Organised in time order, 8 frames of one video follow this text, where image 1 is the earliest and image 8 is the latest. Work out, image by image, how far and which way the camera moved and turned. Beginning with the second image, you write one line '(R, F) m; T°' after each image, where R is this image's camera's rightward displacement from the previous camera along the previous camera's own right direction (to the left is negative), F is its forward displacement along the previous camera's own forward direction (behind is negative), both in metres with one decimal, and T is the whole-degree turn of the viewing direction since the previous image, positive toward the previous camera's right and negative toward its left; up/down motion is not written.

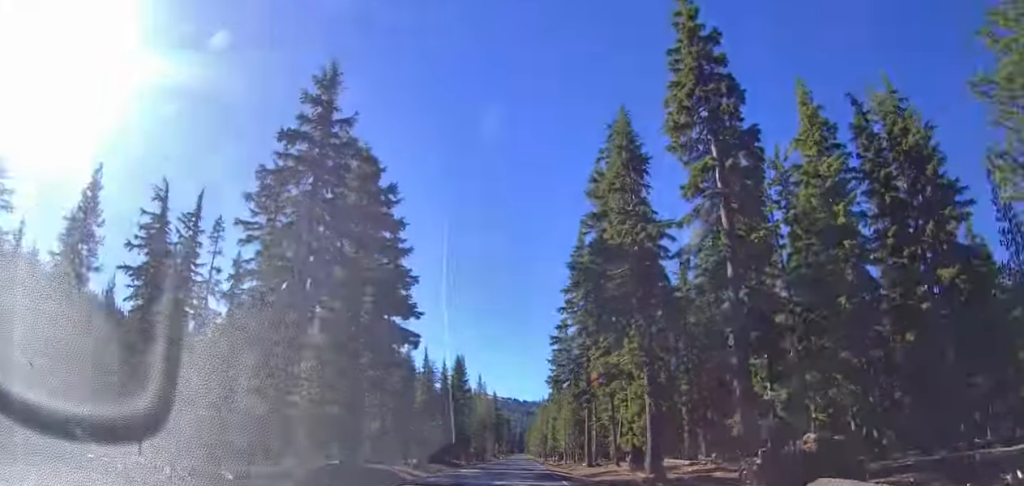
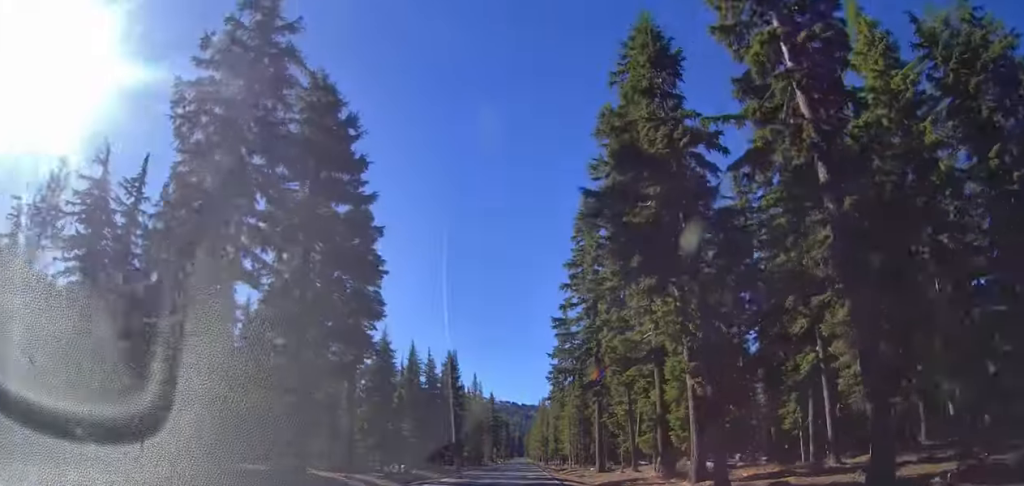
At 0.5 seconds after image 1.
(0.0, +11.0) m; +1°
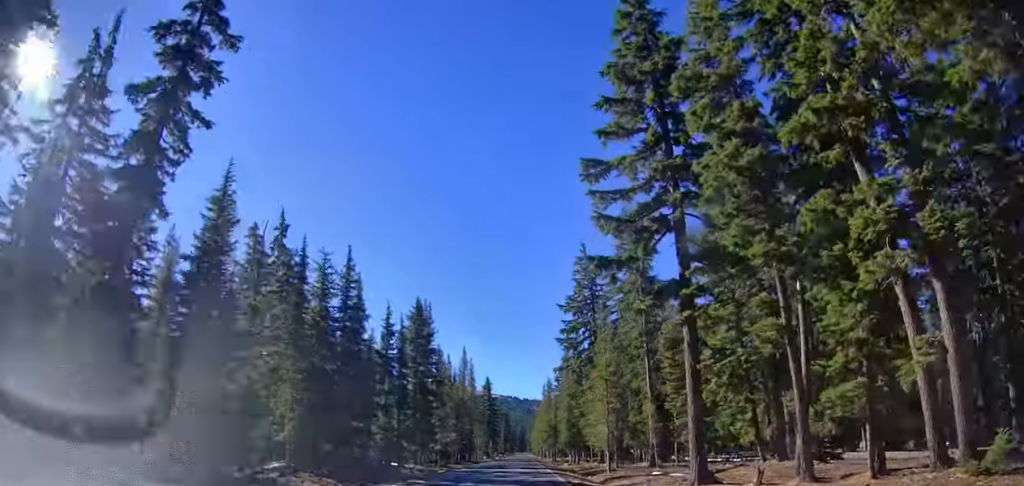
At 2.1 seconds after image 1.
(+0.5, +32.3) m; +1°
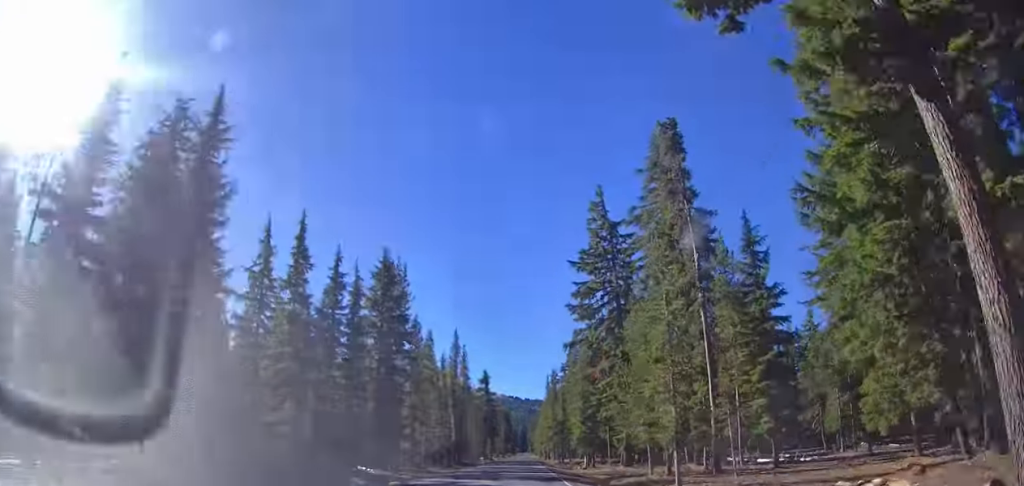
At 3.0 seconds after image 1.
(-0.2, +18.1) m; -1°
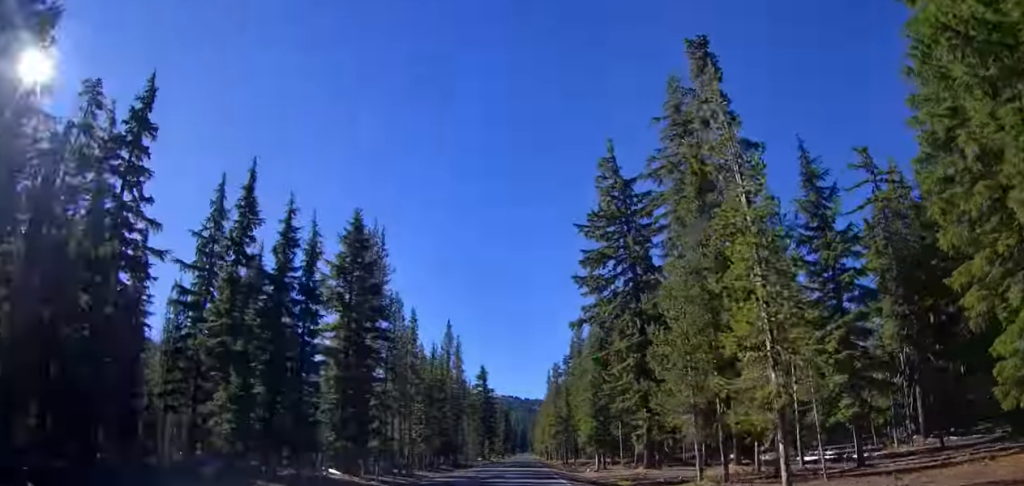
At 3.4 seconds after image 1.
(-0.1, +9.8) m; 0°
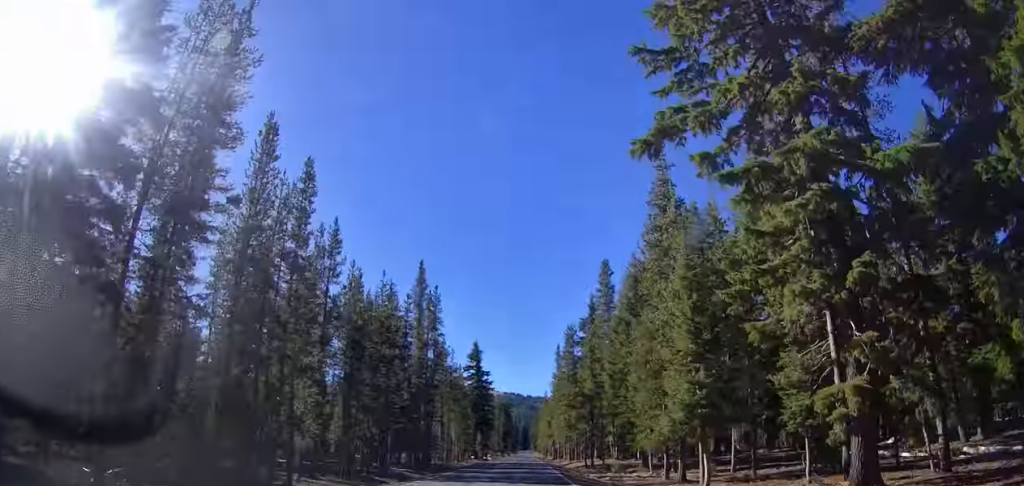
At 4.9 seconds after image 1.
(+0.4, +30.6) m; +1°
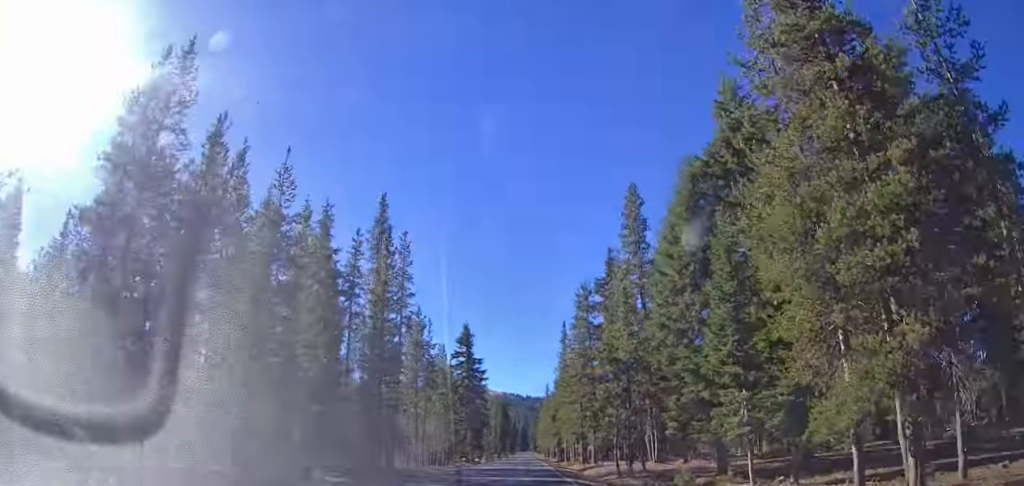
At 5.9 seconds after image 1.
(0.0, +20.0) m; -1°
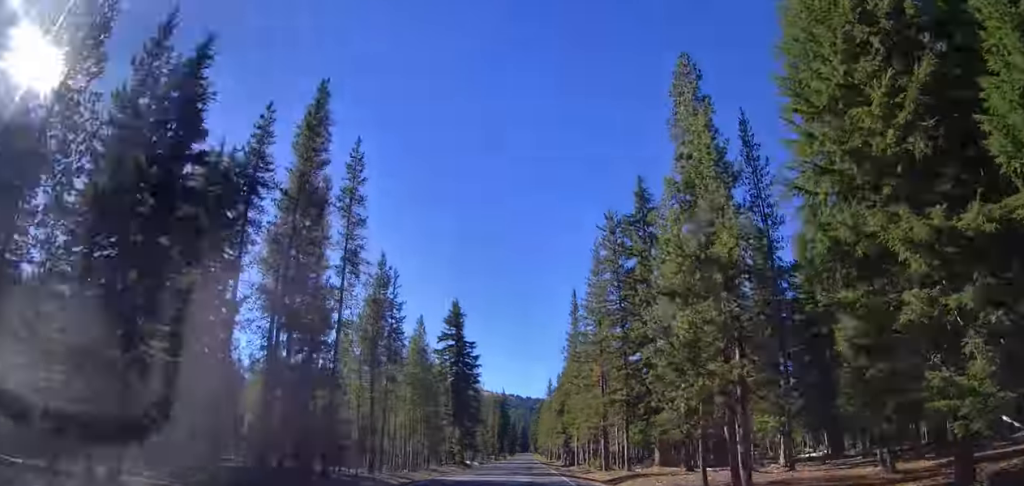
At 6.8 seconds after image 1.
(-0.2, +18.7) m; -1°
